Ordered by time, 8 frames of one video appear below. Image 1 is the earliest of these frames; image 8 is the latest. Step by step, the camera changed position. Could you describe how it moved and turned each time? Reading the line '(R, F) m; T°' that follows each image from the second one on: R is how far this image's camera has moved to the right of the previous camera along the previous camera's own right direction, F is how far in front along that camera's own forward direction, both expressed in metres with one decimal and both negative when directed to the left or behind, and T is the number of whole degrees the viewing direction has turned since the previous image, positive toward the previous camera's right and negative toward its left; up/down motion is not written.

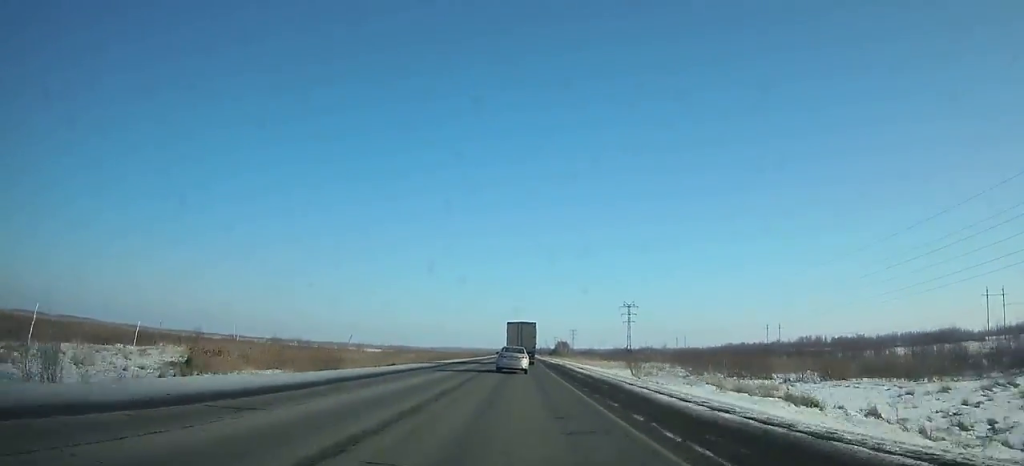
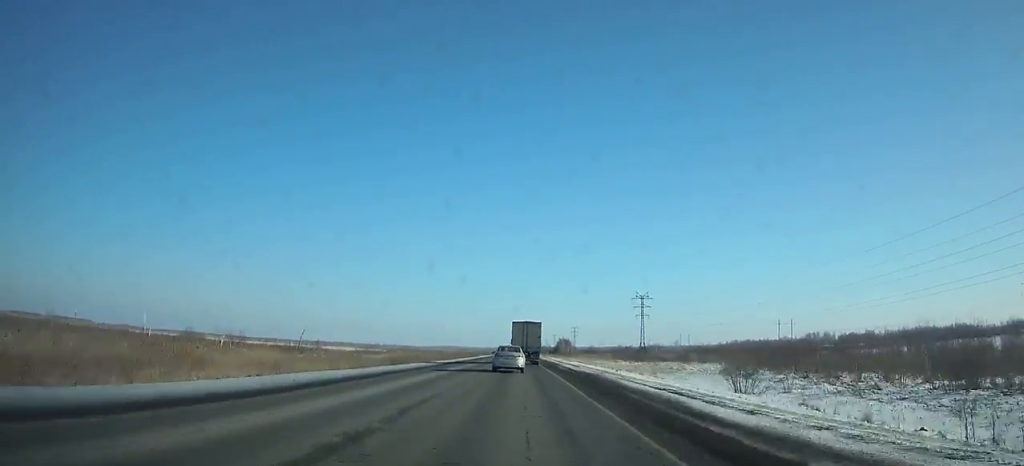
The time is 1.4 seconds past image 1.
(0.0, +31.9) m; 0°
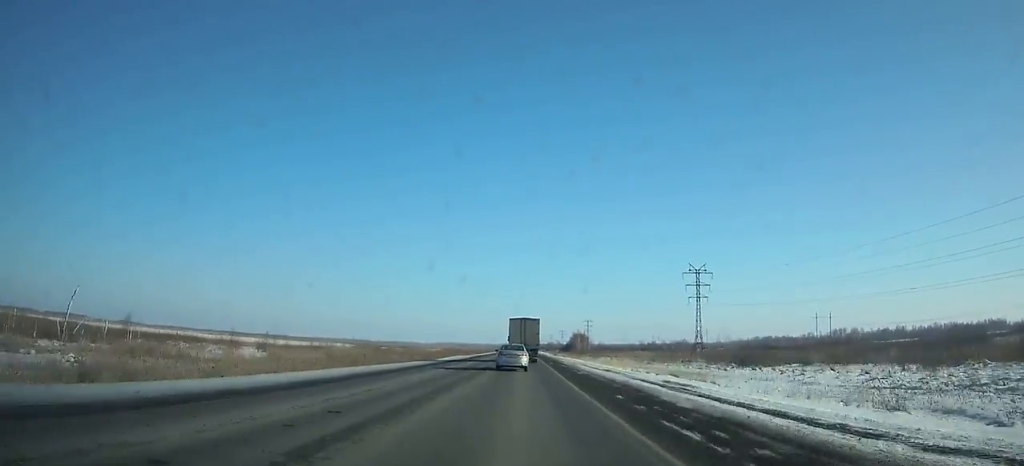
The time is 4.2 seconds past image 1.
(0.0, +63.9) m; 0°
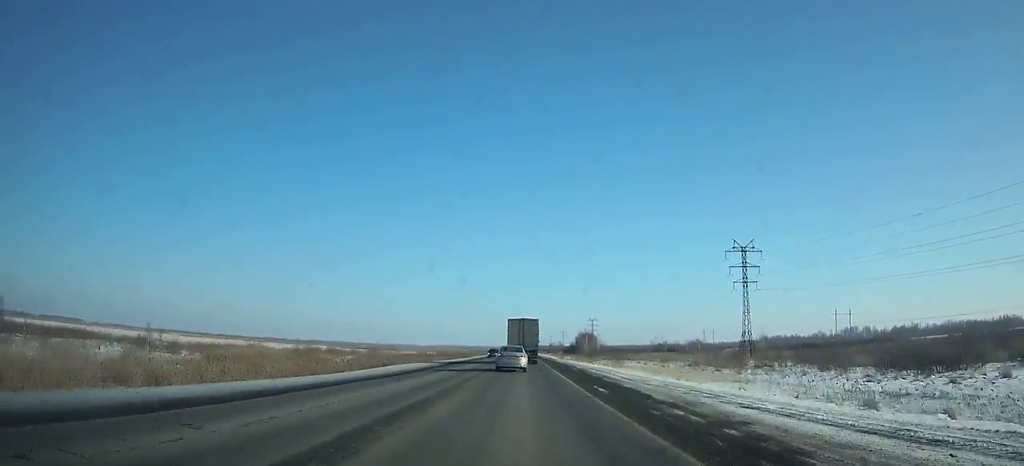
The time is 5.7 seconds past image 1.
(0.0, +34.4) m; 0°
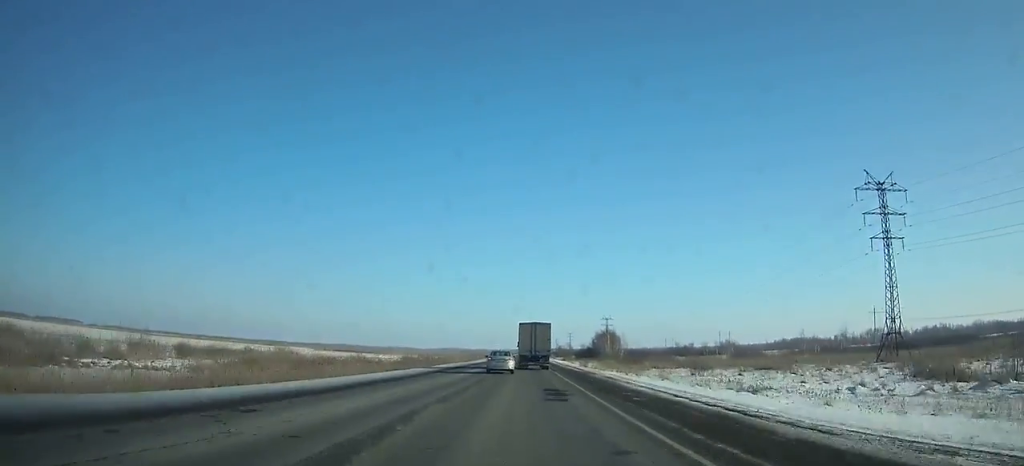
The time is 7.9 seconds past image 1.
(0.0, +50.7) m; 0°
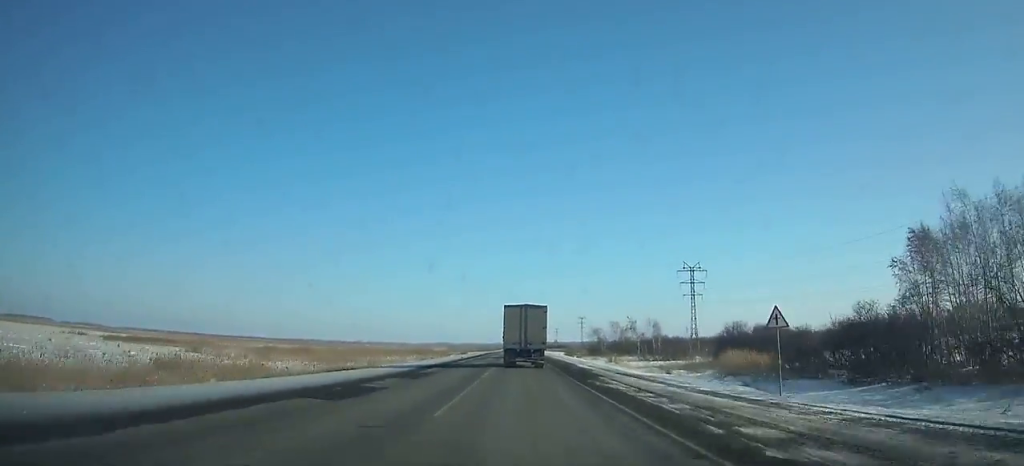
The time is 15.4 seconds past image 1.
(+0.6, +174.0) m; 0°
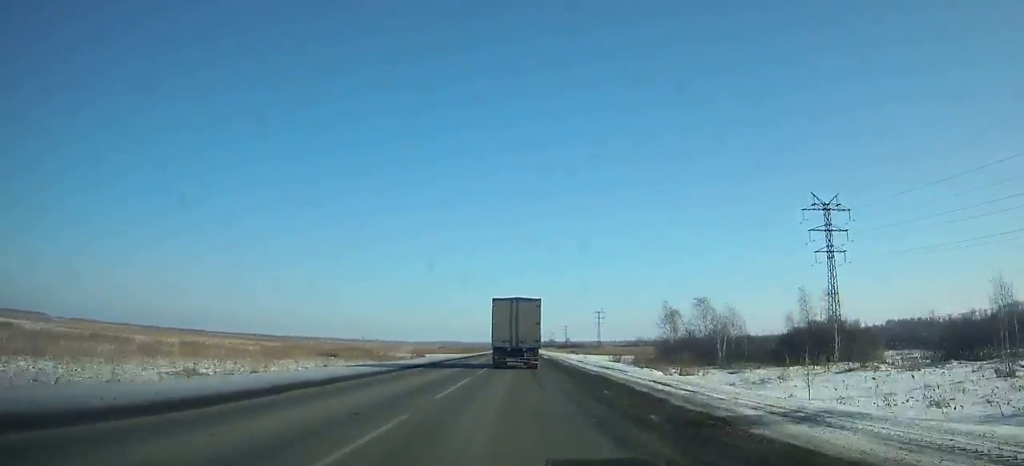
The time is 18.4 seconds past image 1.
(-0.2, +68.7) m; 0°
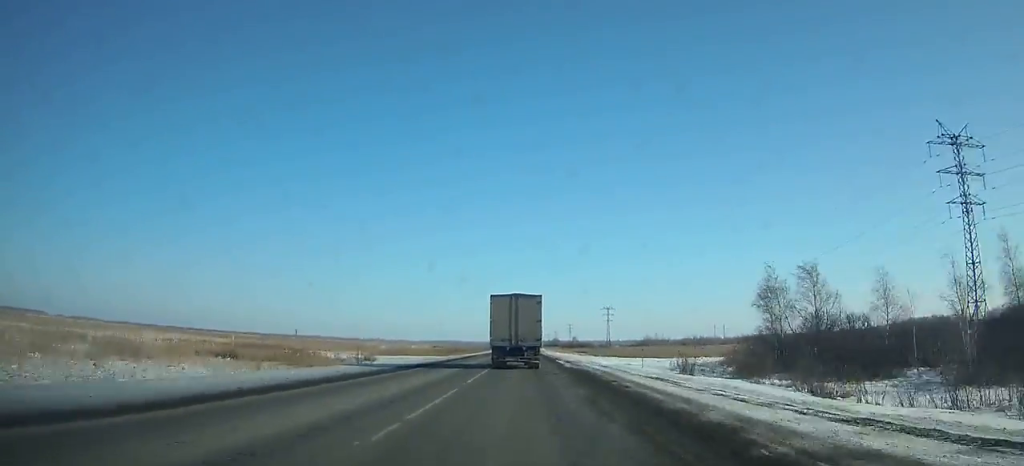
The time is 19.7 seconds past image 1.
(-0.1, +29.5) m; 0°
